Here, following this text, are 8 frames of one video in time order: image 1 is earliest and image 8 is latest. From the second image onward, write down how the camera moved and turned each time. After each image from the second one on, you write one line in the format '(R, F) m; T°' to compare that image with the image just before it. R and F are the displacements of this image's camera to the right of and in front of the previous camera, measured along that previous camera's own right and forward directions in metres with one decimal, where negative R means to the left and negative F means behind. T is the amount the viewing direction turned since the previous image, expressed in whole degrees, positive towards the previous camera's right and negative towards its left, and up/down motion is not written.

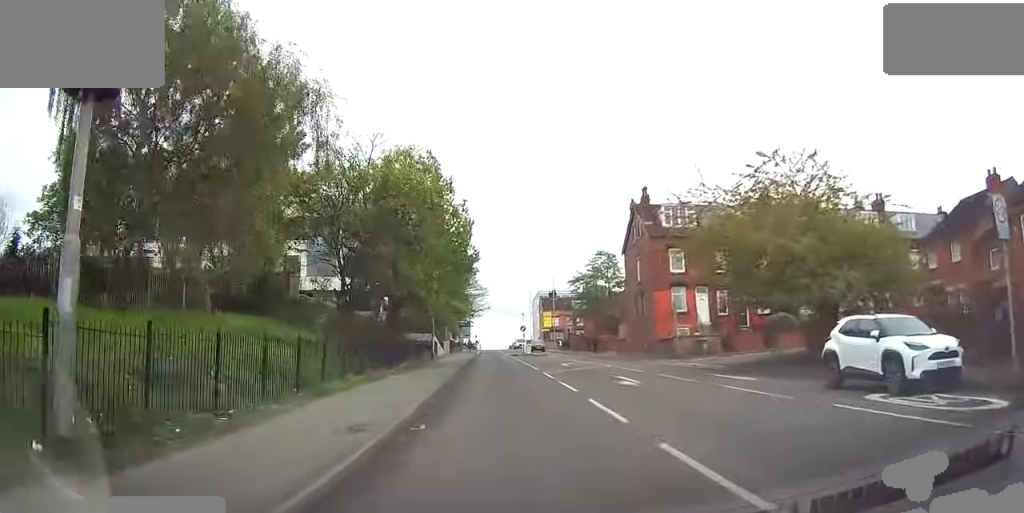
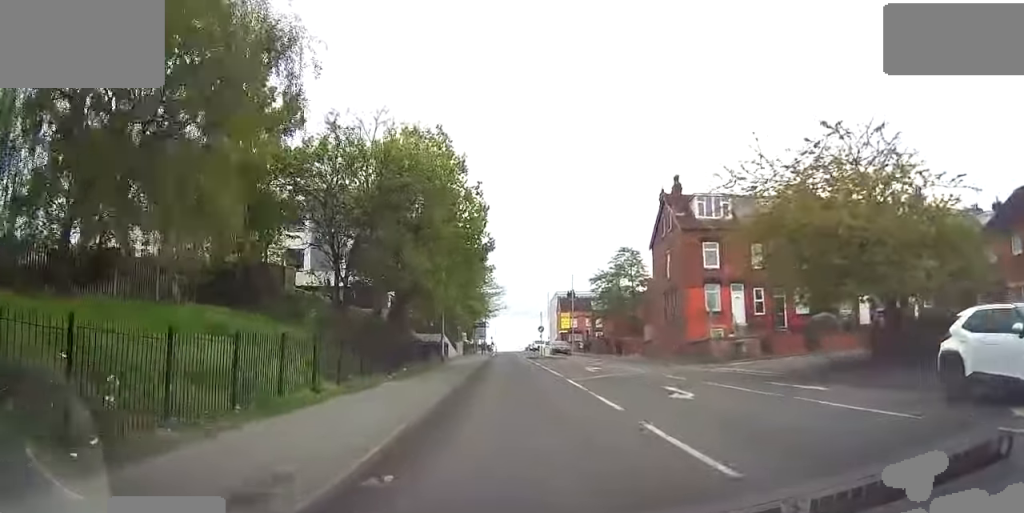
(0.0, +4.0) m; -1°
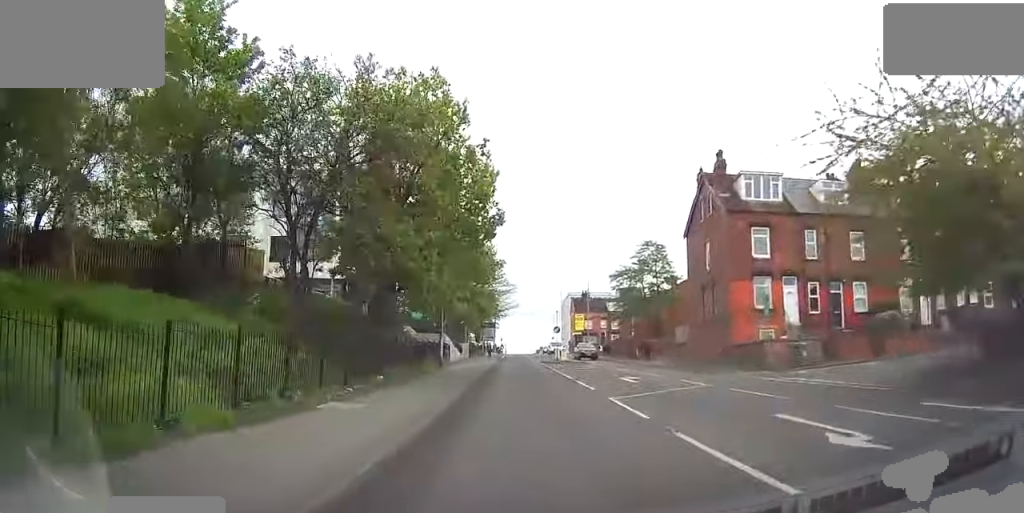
(0.0, +6.9) m; -2°
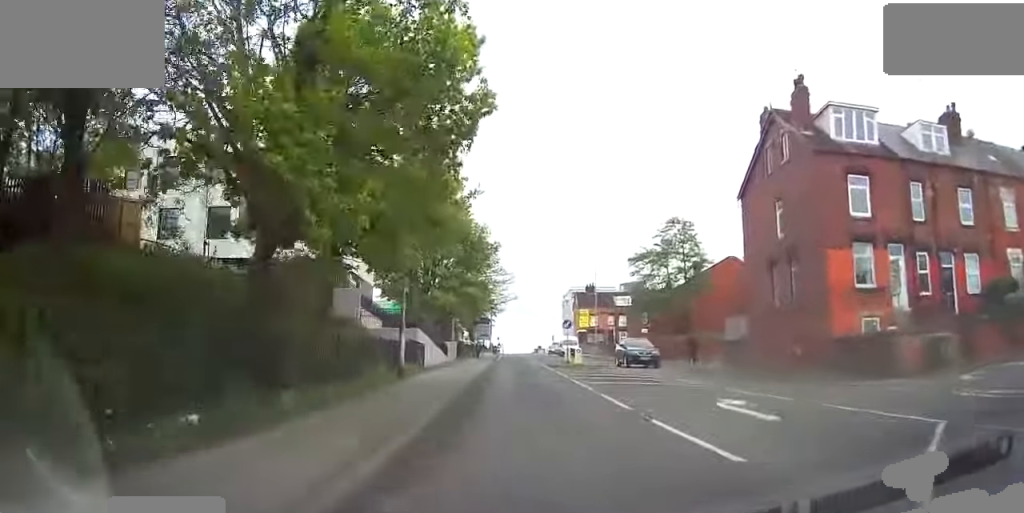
(-0.6, +11.8) m; -4°
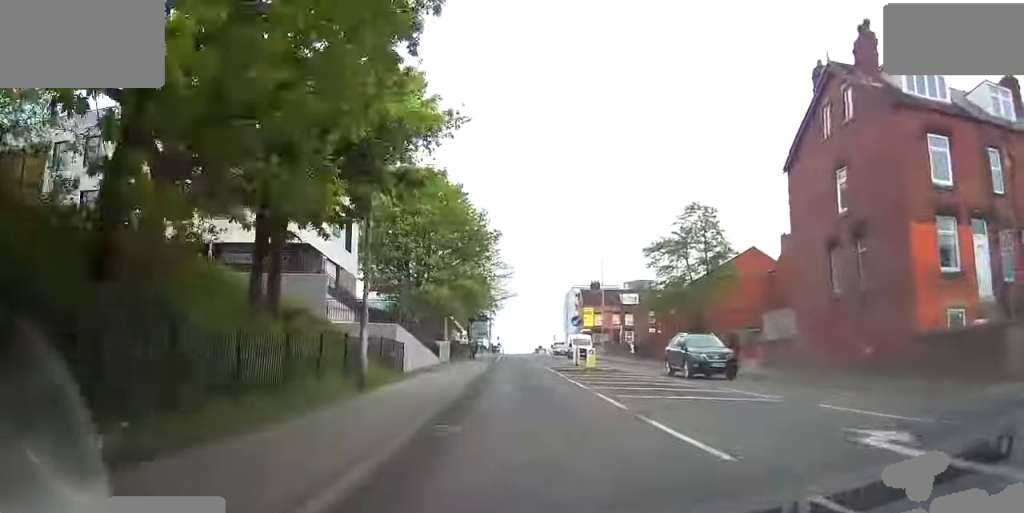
(0.0, +6.0) m; +1°
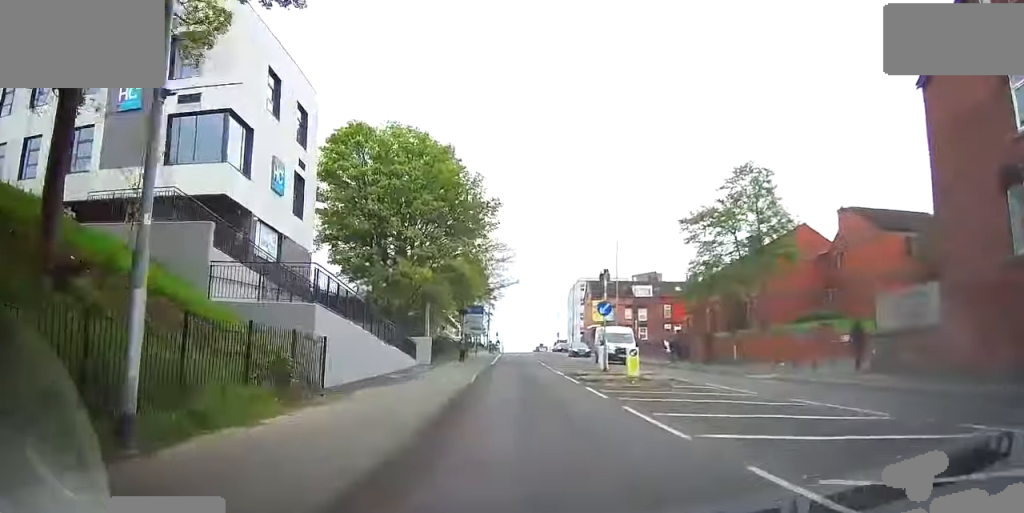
(+0.3, +10.8) m; +1°
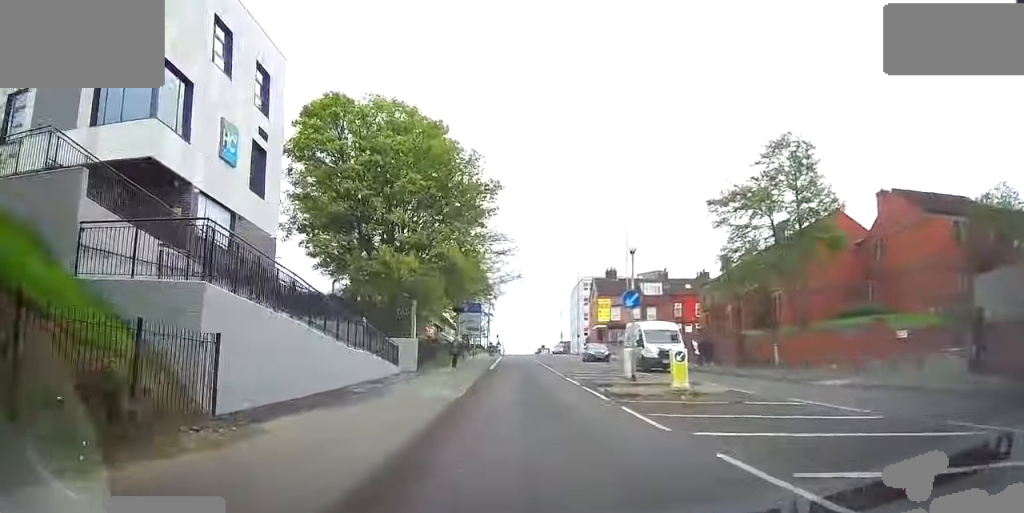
(-0.1, +5.7) m; +1°
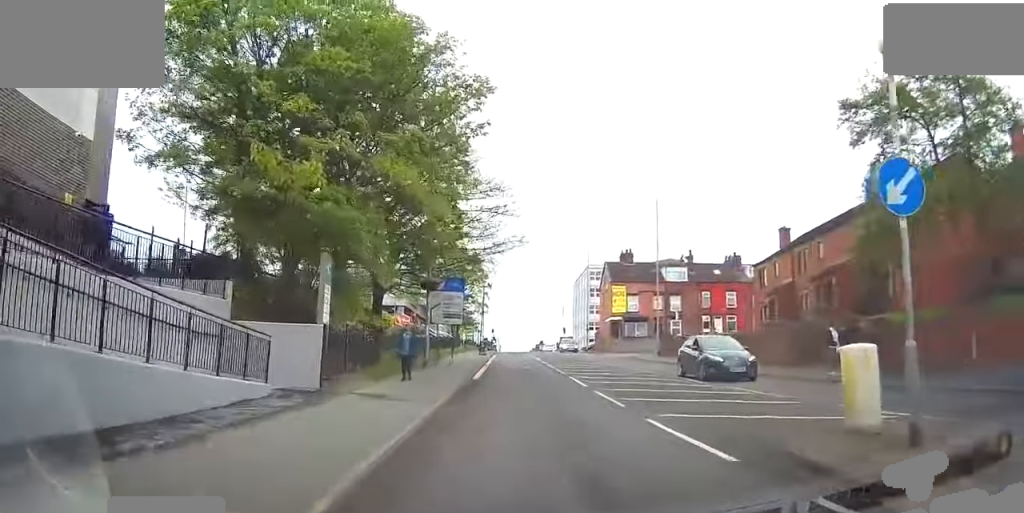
(+0.6, +14.7) m; +5°
